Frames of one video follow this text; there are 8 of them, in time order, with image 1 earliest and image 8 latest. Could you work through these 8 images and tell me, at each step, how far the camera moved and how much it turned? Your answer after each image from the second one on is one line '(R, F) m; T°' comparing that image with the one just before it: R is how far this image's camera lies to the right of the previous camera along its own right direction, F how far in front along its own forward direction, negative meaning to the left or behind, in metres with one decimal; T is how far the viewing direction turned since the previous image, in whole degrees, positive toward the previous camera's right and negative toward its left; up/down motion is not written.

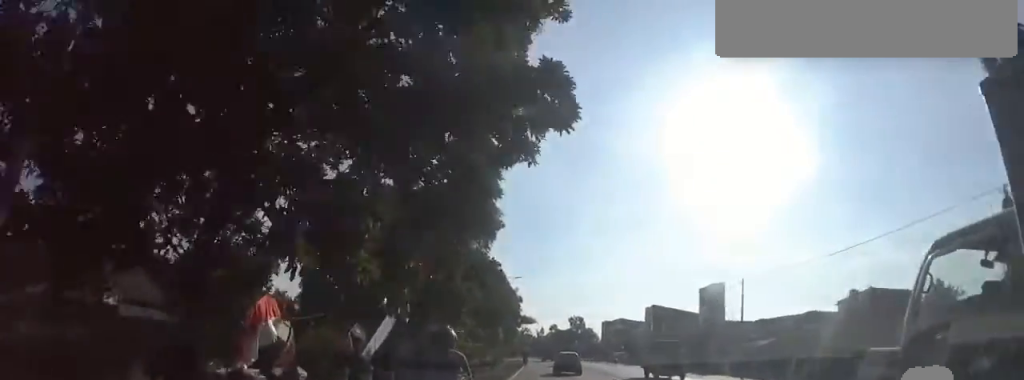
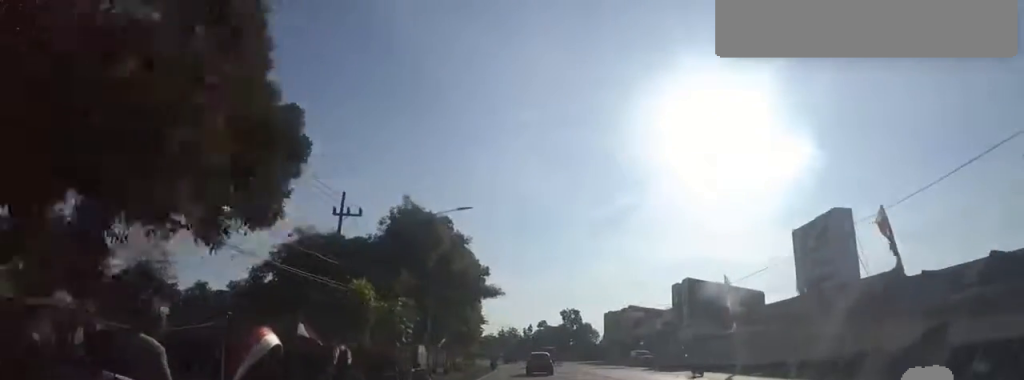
(+0.9, +26.1) m; -1°
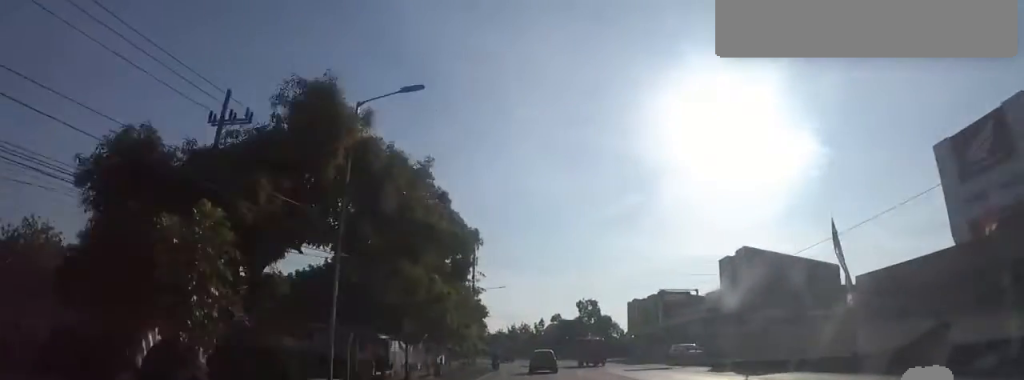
(-0.7, +12.7) m; -3°
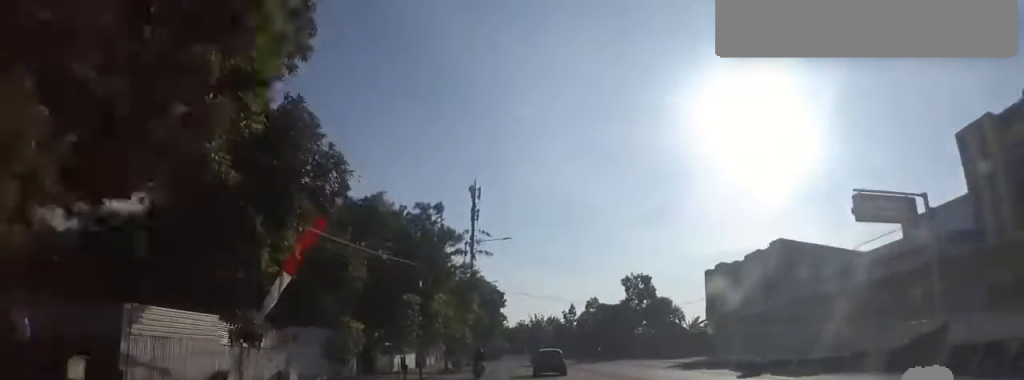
(-0.4, +26.5) m; -4°
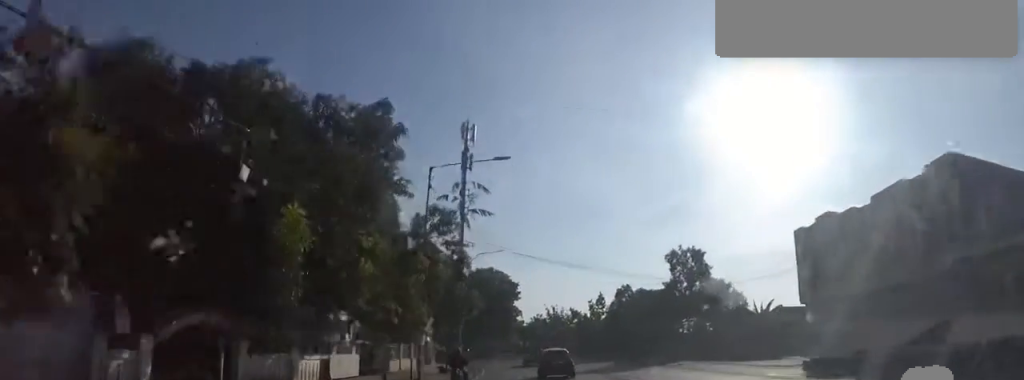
(-0.3, +16.2) m; -5°
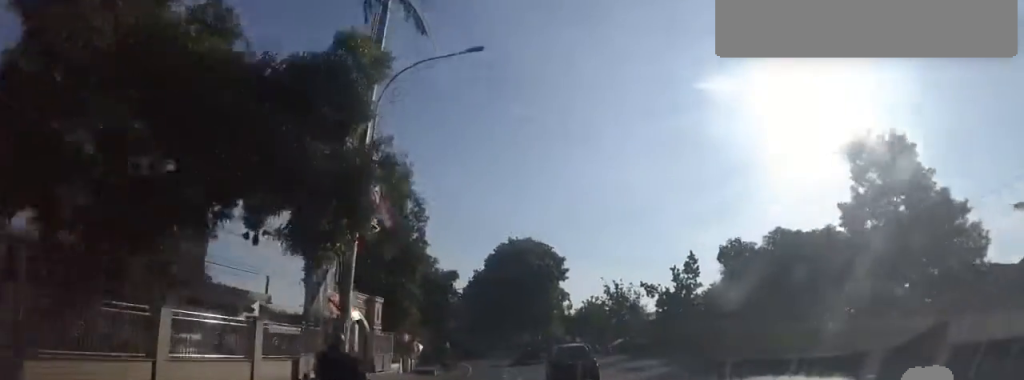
(-2.2, +25.5) m; -7°
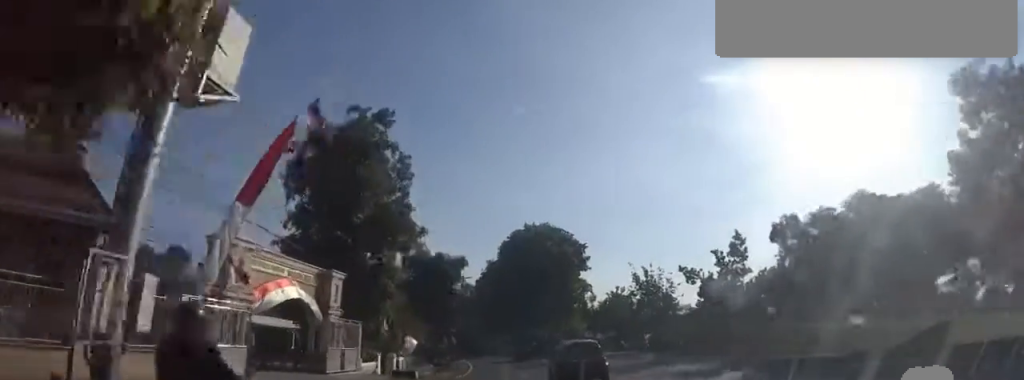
(0.0, +6.7) m; -1°
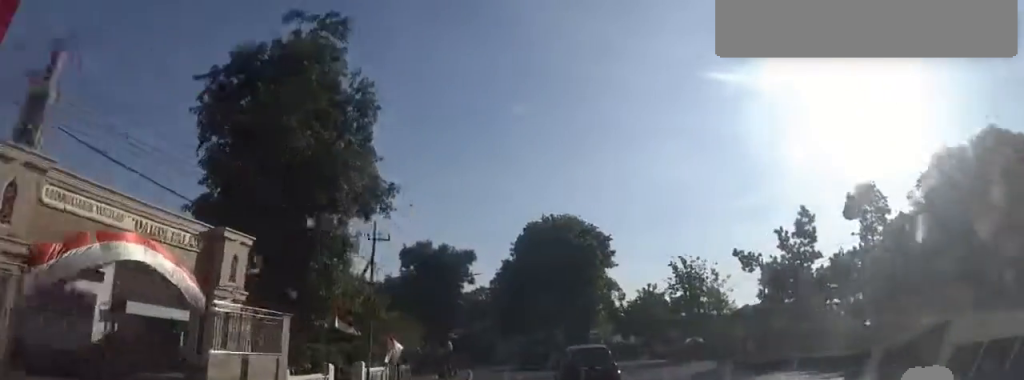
(-0.1, +7.0) m; -2°
